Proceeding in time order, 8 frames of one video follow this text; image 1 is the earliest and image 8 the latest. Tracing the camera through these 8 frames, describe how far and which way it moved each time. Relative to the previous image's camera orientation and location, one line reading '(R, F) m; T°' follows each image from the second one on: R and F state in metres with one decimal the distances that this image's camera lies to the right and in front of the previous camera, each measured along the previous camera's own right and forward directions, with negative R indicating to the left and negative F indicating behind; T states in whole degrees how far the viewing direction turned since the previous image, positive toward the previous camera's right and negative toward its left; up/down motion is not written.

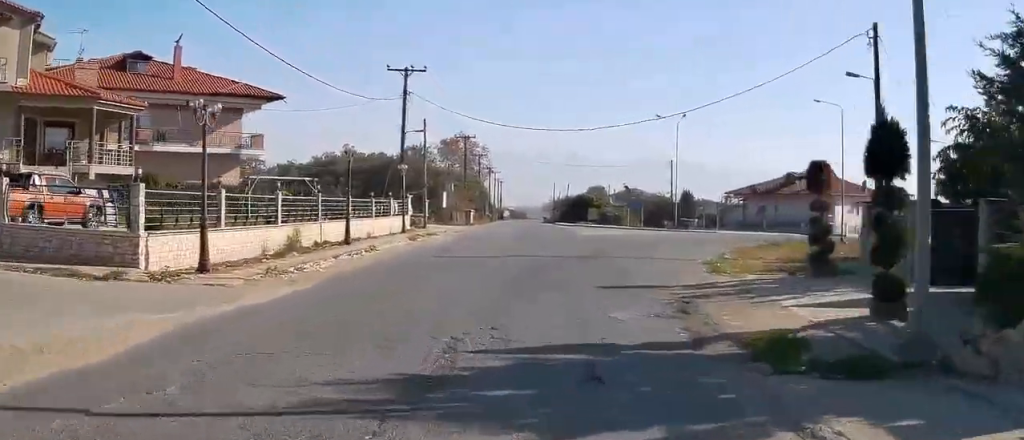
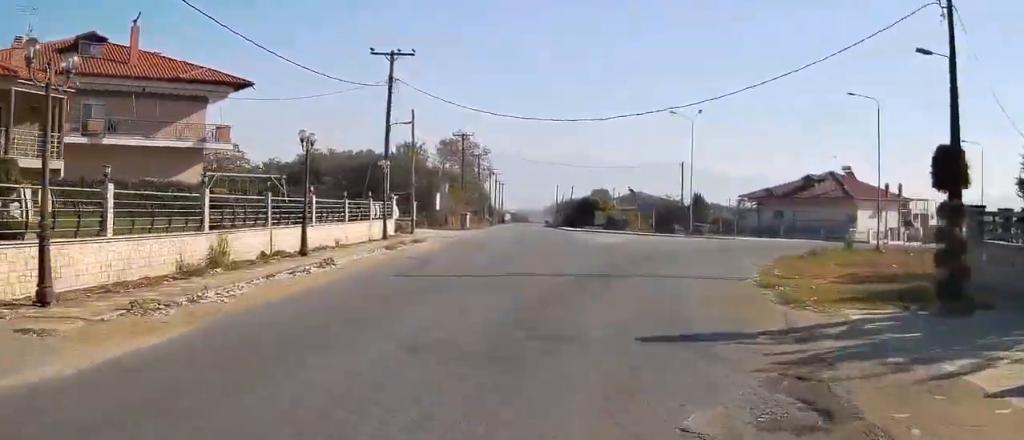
(0.0, +6.1) m; 0°
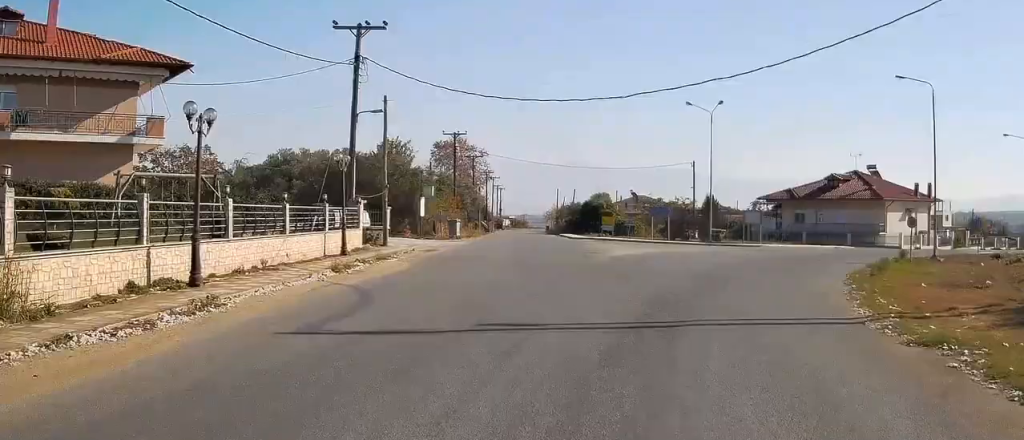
(+0.1, +8.1) m; +1°
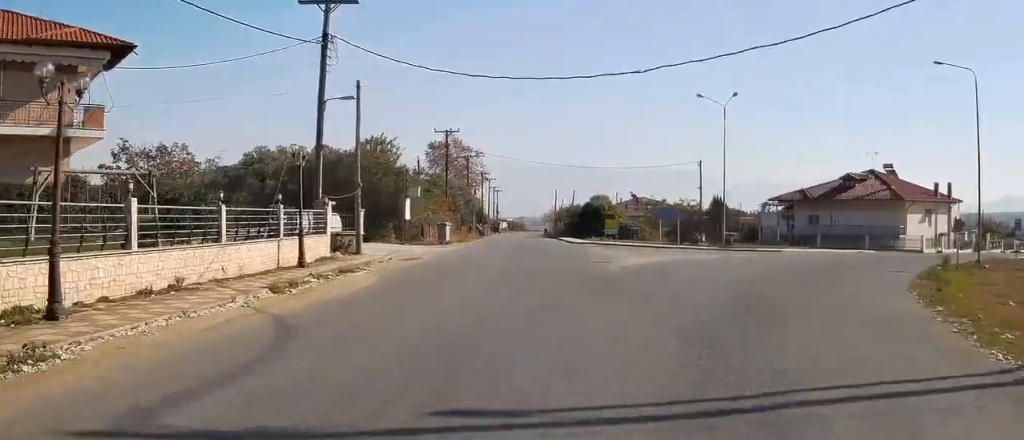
(0.0, +5.3) m; 0°
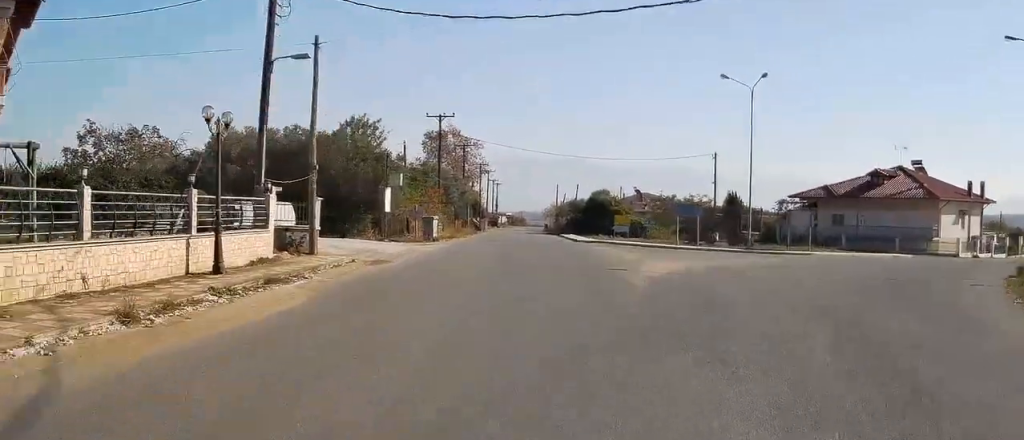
(0.0, +6.9) m; 0°
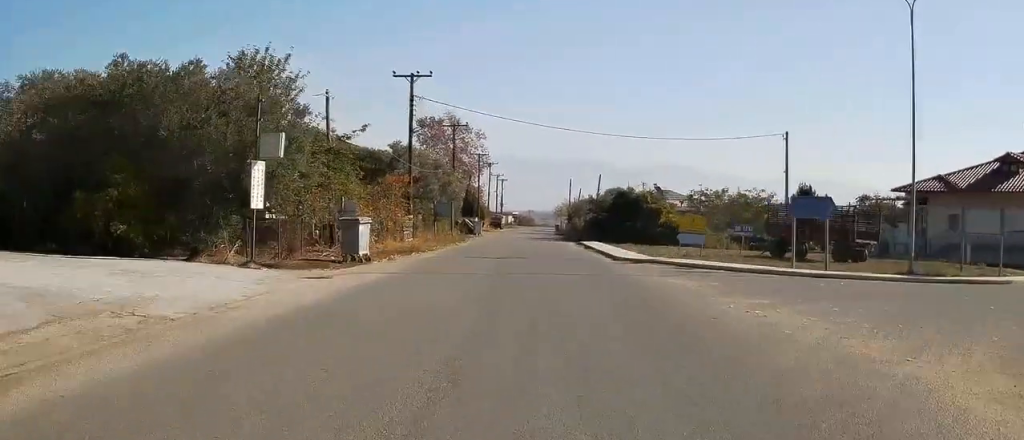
(-0.3, +20.9) m; -2°
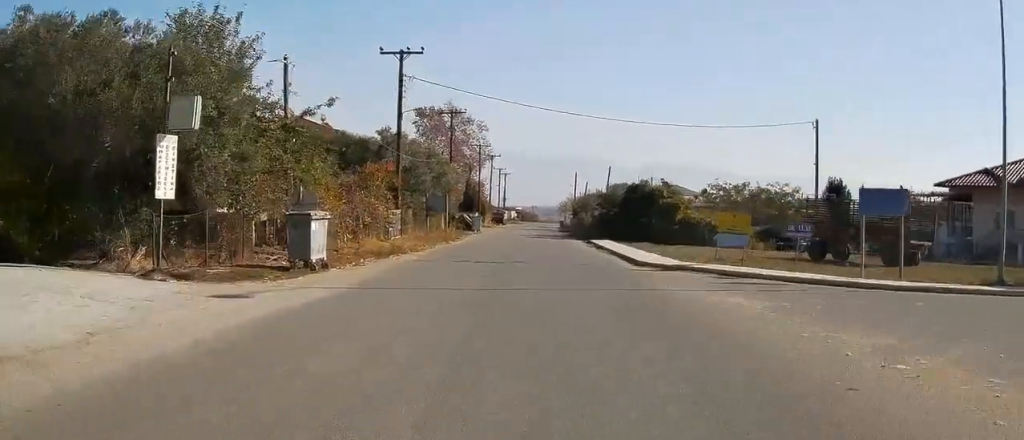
(0.0, +5.8) m; 0°
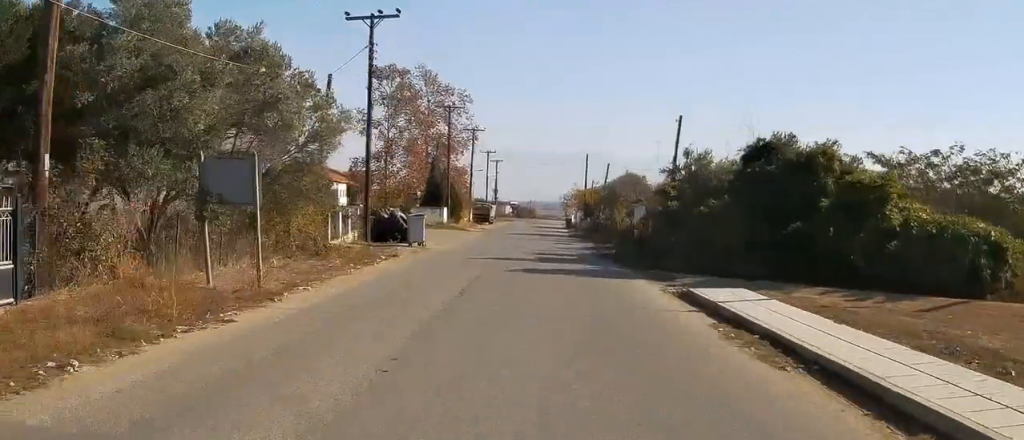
(+0.4, +33.6) m; +1°
